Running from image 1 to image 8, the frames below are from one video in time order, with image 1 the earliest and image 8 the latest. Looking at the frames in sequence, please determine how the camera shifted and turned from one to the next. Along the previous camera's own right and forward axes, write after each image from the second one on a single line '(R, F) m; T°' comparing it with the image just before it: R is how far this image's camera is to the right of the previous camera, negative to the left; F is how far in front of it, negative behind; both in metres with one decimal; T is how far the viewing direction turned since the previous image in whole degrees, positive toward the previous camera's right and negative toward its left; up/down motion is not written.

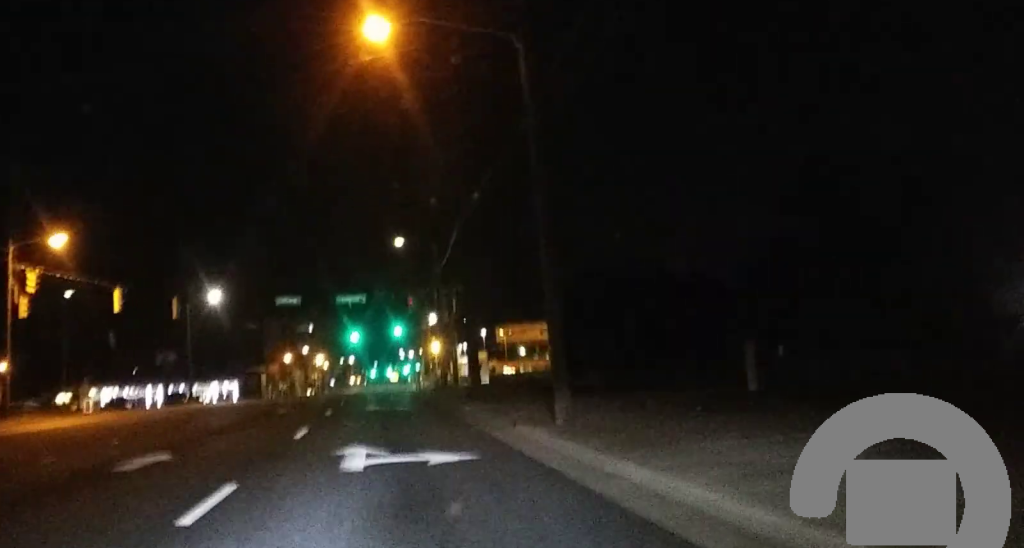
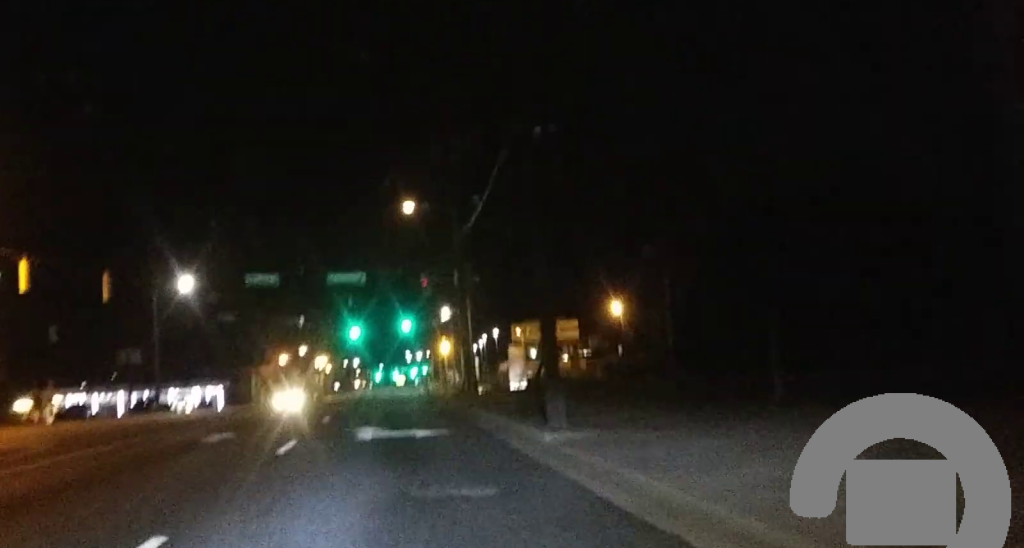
(0.0, +15.3) m; 0°
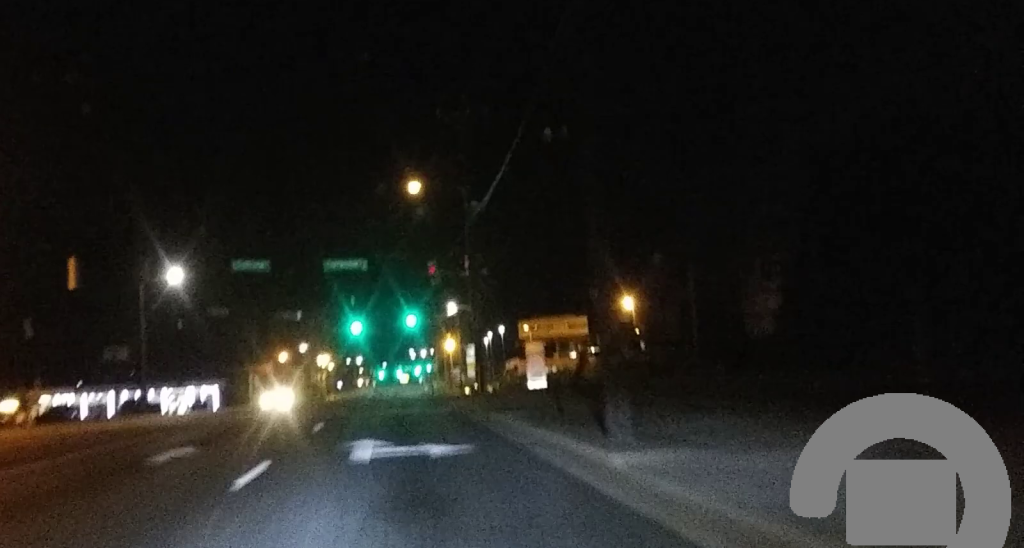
(0.0, +11.8) m; 0°
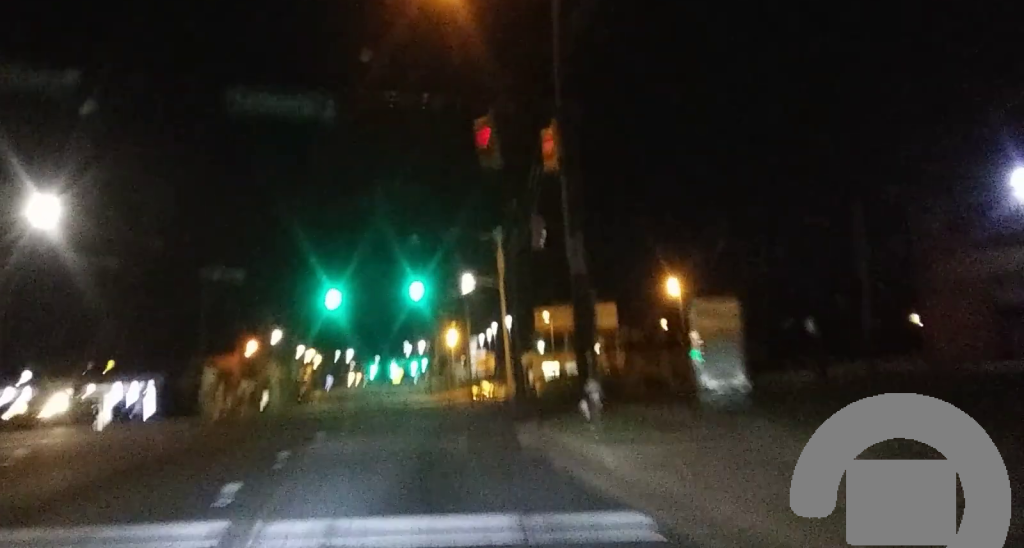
(0.0, +23.2) m; 0°
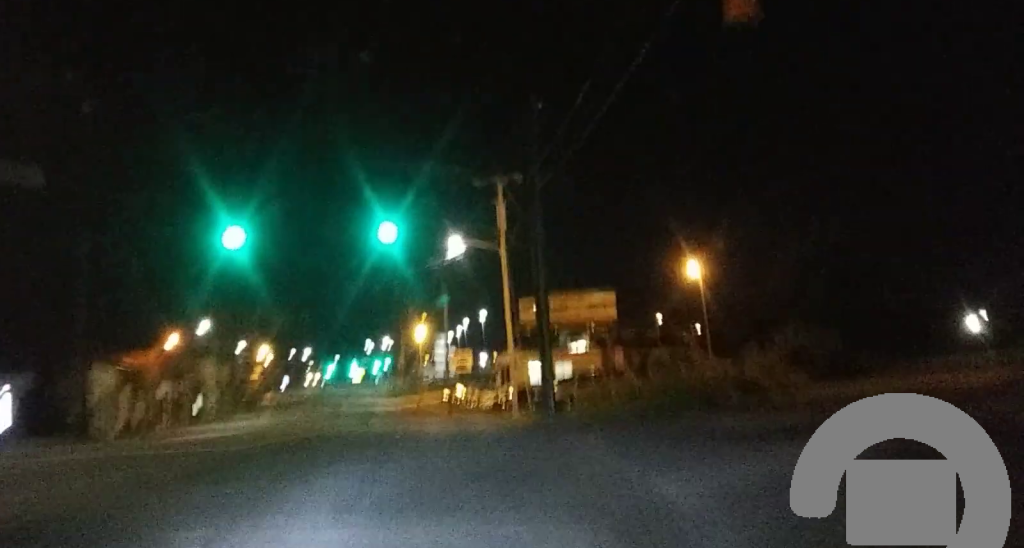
(0.0, +18.0) m; 0°
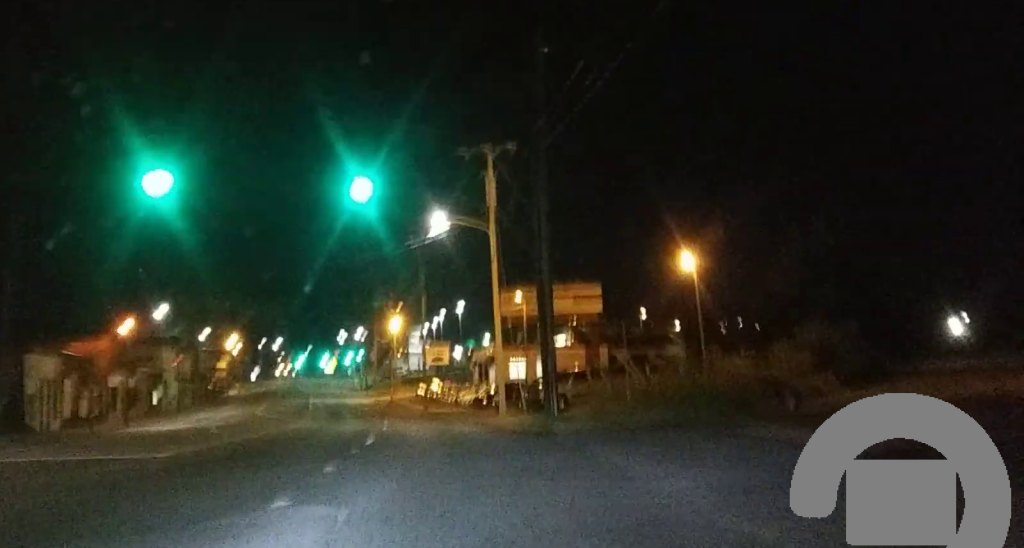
(0.0, +7.2) m; 0°
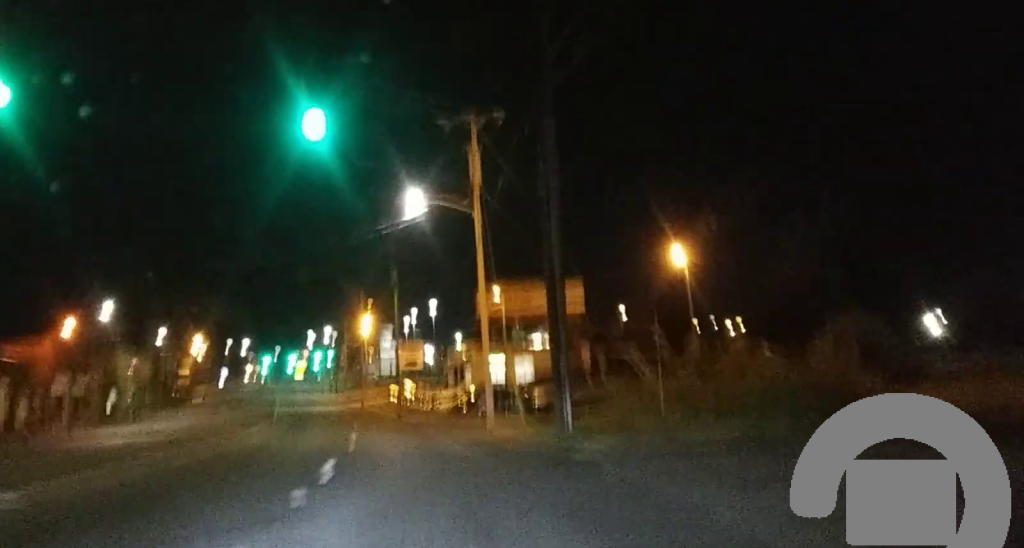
(0.0, +6.7) m; 0°
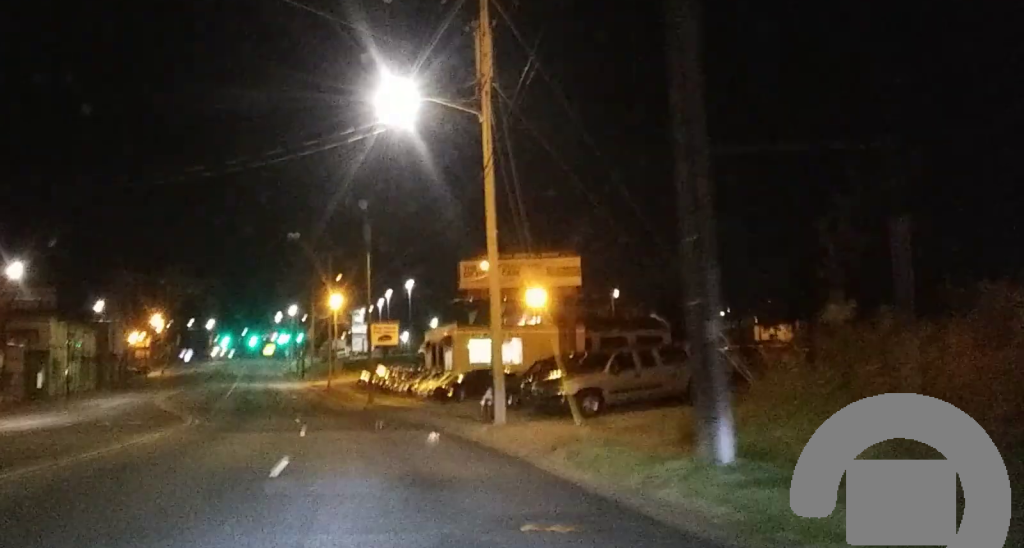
(0.0, +14.1) m; 0°
